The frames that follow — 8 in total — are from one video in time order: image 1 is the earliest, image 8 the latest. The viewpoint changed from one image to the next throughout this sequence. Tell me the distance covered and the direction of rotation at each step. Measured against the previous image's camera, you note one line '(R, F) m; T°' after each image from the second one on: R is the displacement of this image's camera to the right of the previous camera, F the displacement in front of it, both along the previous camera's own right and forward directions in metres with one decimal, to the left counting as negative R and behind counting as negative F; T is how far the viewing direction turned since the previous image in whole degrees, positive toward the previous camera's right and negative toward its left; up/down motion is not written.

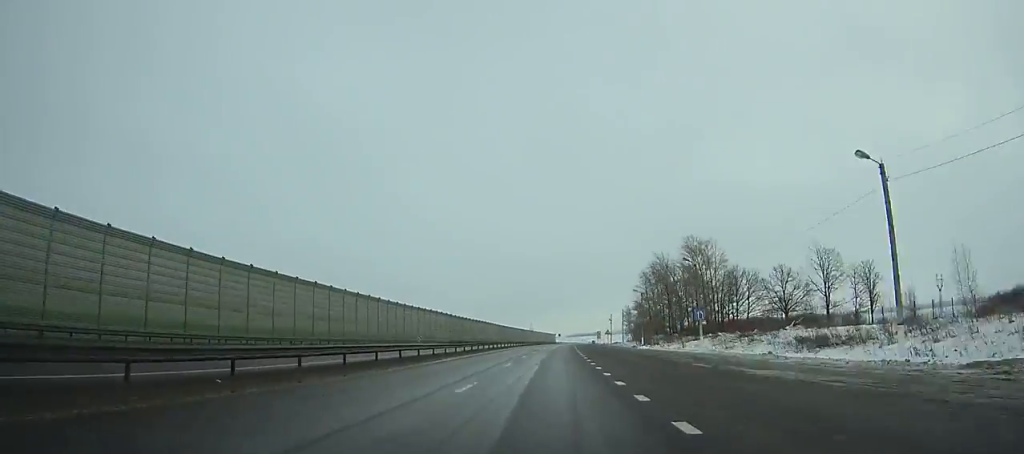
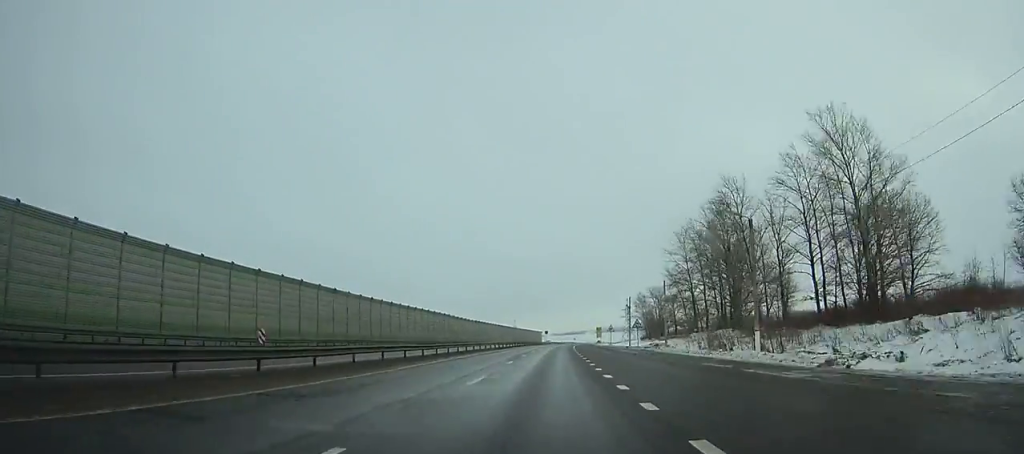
(+0.9, +57.0) m; +1°
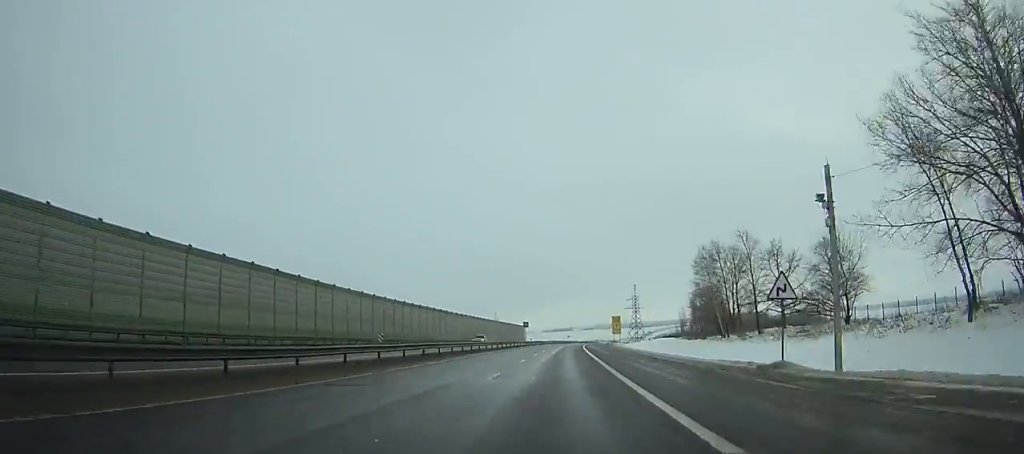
(+0.8, +69.8) m; +2°
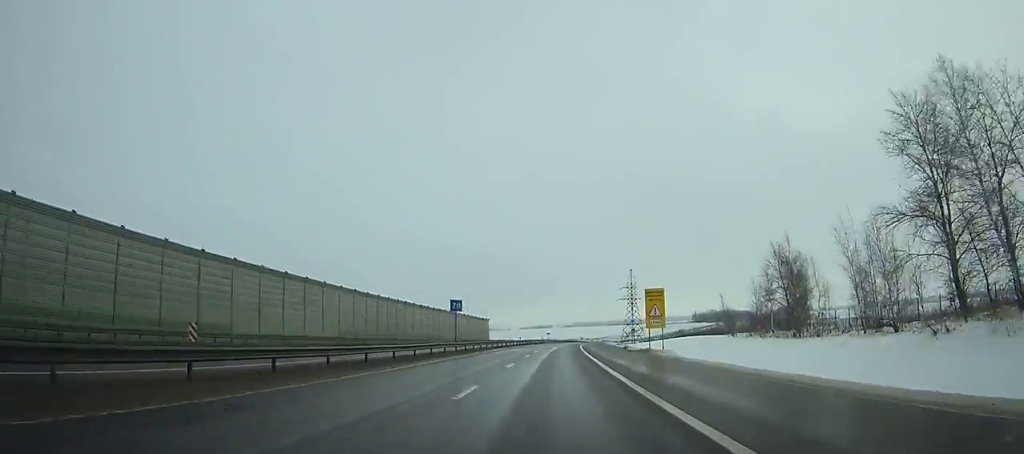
(+0.5, +53.2) m; +2°
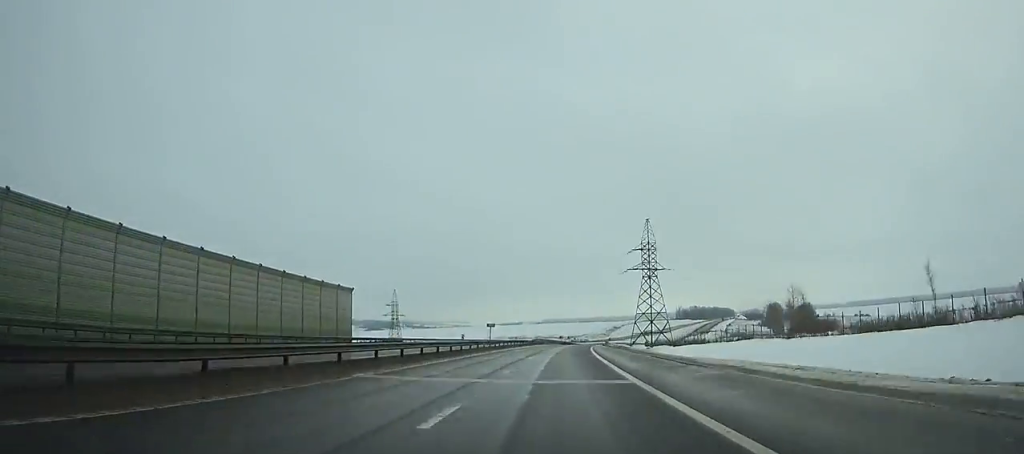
(+2.6, +86.5) m; +4°
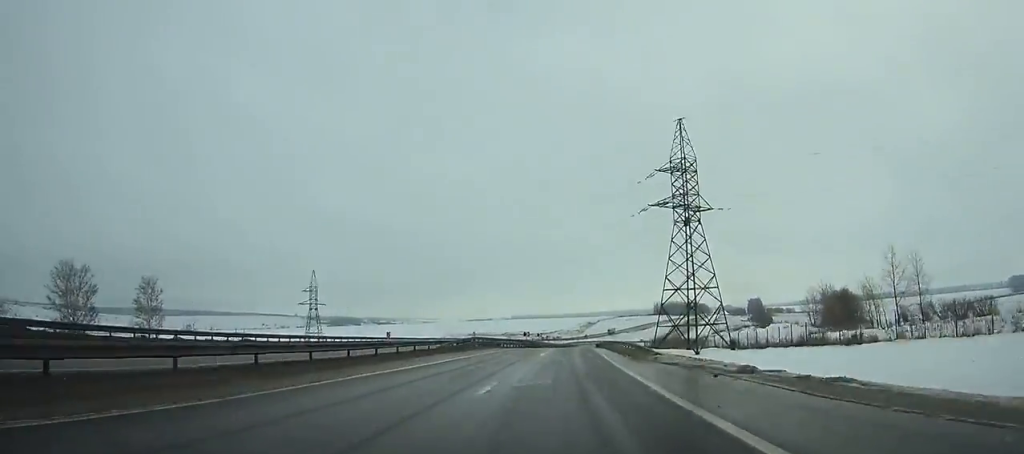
(+0.8, +54.4) m; +3°
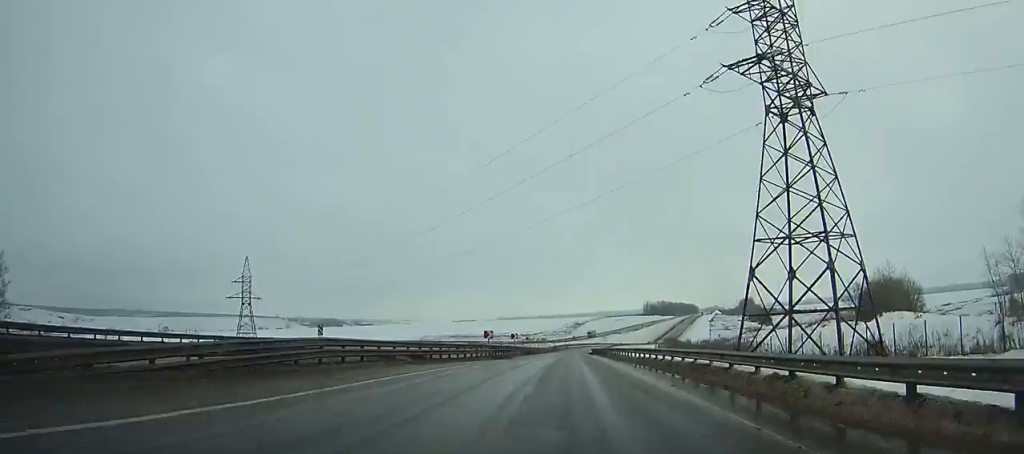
(+1.0, +33.5) m; +2°
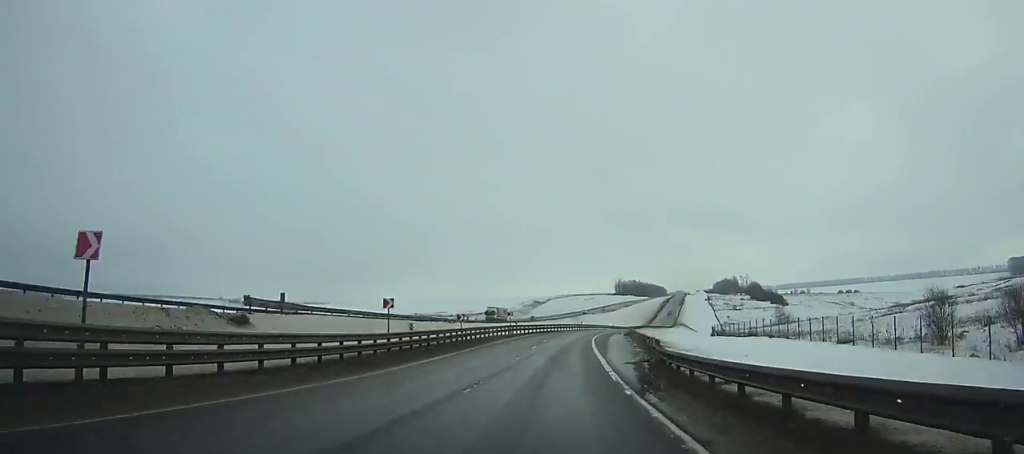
(+4.0, +107.9) m; +6°
